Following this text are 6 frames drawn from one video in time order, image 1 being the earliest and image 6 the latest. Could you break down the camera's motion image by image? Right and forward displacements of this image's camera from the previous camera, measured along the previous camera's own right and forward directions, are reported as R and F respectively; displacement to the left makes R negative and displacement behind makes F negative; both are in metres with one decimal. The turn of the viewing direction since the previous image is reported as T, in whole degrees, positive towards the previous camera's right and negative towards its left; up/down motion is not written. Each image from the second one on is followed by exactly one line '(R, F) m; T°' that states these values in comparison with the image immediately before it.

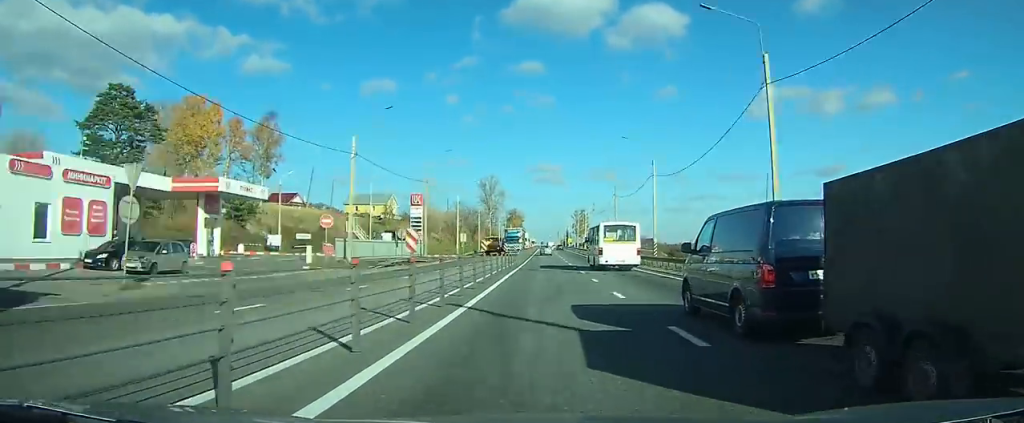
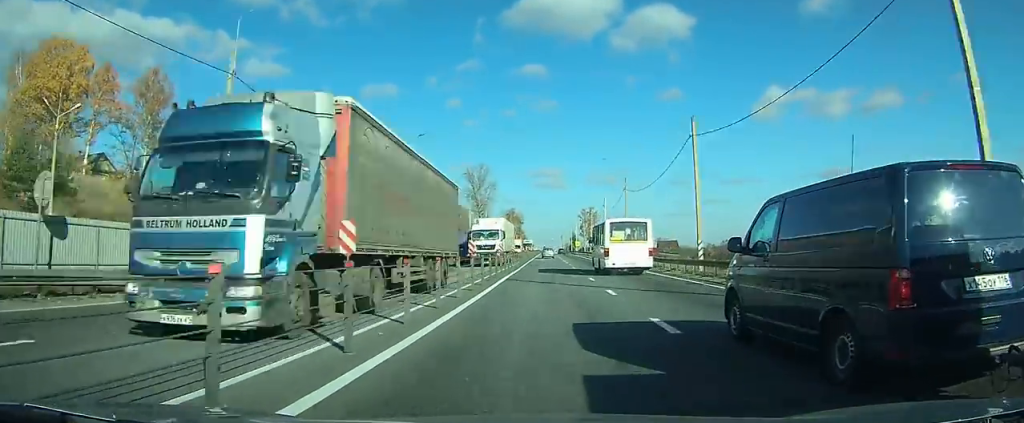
(0.0, +36.8) m; 0°
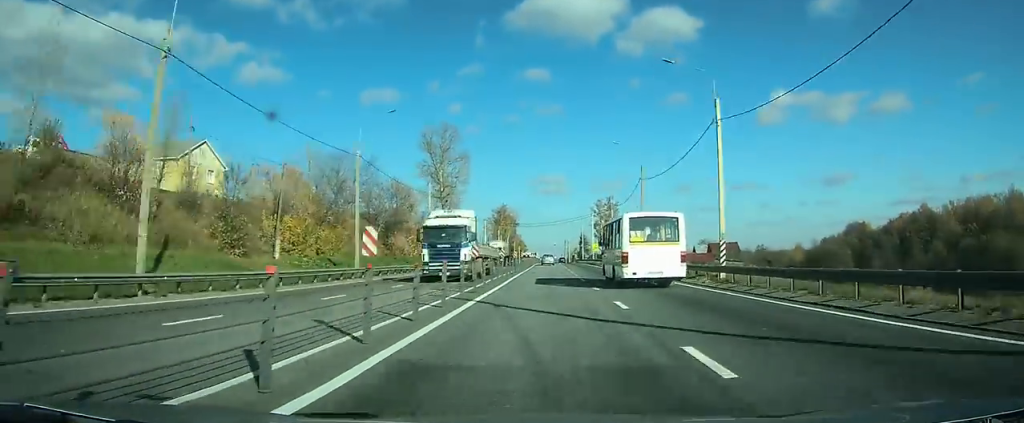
(0.0, +60.8) m; 0°
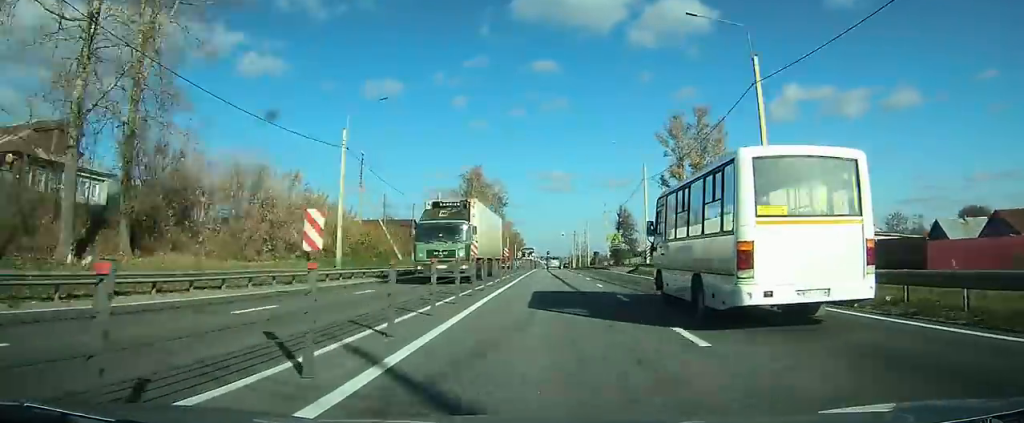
(+0.1, +85.9) m; 0°
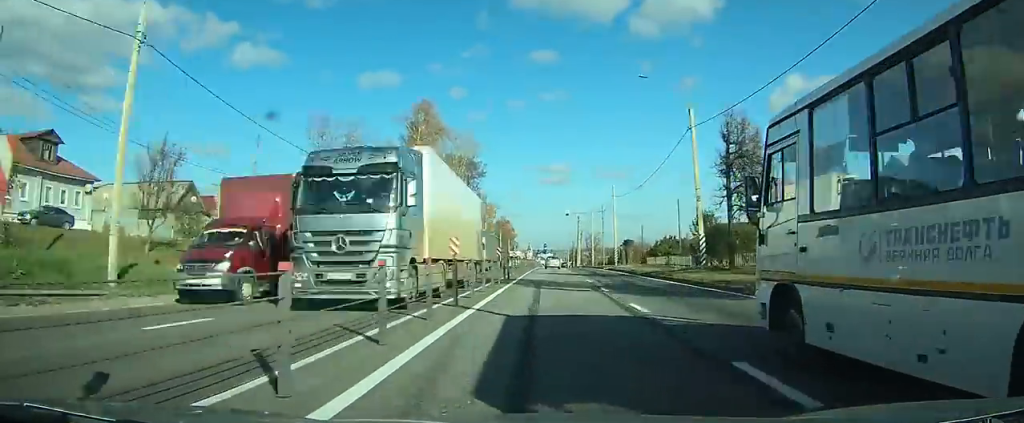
(-0.2, +48.6) m; 0°
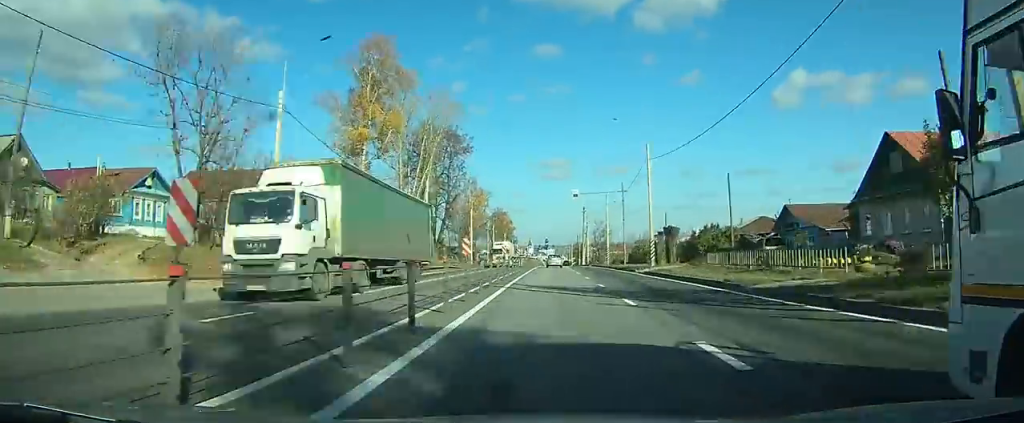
(0.0, +22.2) m; 0°
